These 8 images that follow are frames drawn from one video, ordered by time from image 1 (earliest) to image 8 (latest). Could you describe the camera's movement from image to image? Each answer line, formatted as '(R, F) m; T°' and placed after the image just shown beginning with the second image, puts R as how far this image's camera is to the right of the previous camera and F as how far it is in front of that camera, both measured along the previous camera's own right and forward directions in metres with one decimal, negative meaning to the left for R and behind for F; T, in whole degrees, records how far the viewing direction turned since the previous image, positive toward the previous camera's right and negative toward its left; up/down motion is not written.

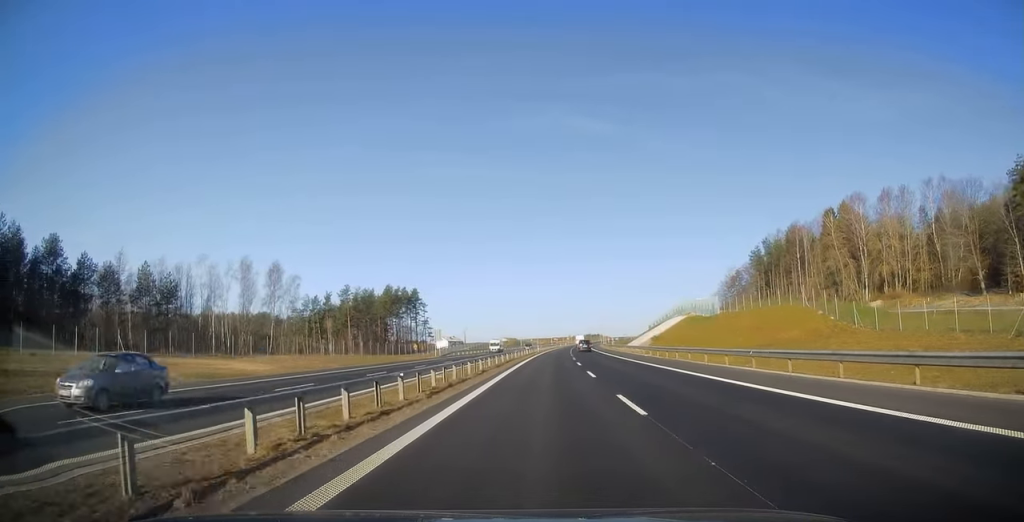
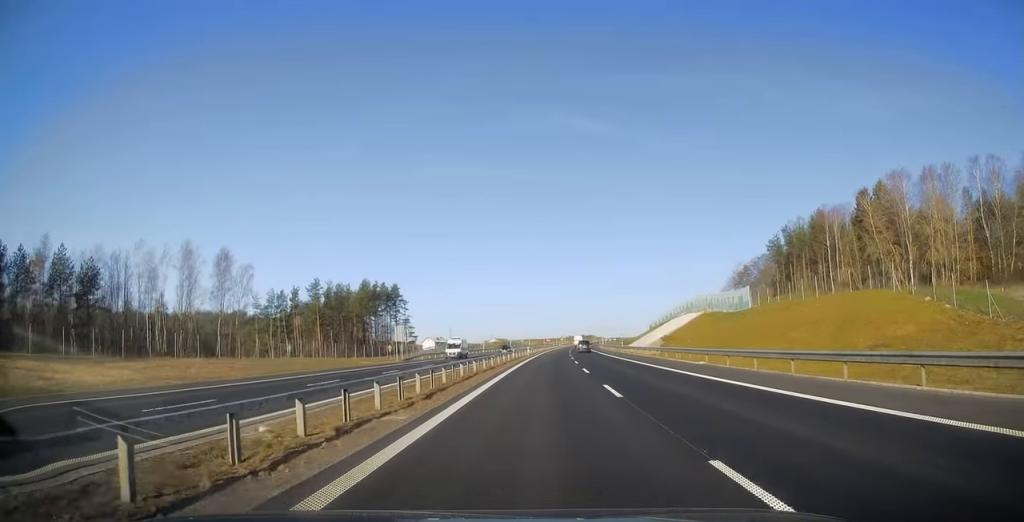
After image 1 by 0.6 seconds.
(+0.3, +20.4) m; +1°
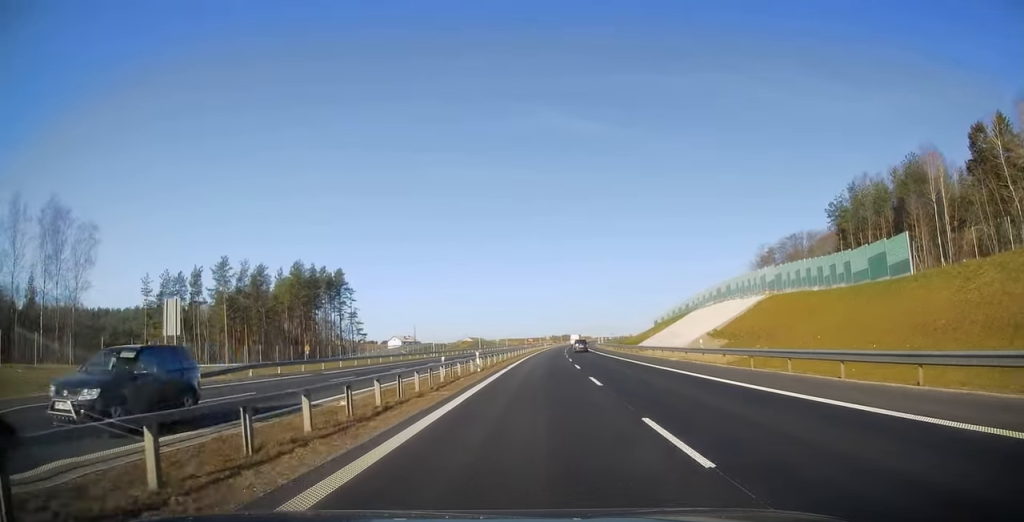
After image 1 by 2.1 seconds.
(+0.8, +44.2) m; +2°
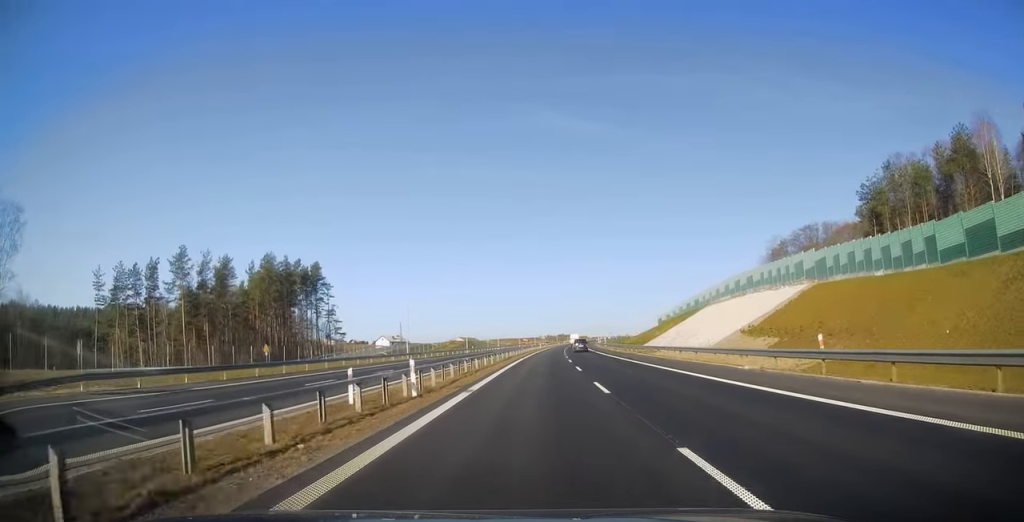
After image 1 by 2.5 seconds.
(0.0, +14.9) m; 0°
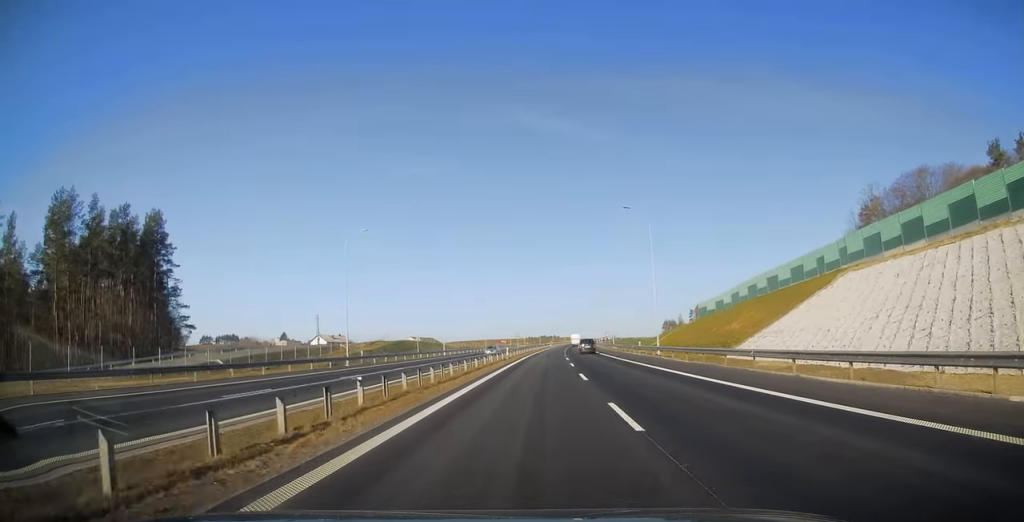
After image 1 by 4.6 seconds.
(+1.0, +66.3) m; +2°
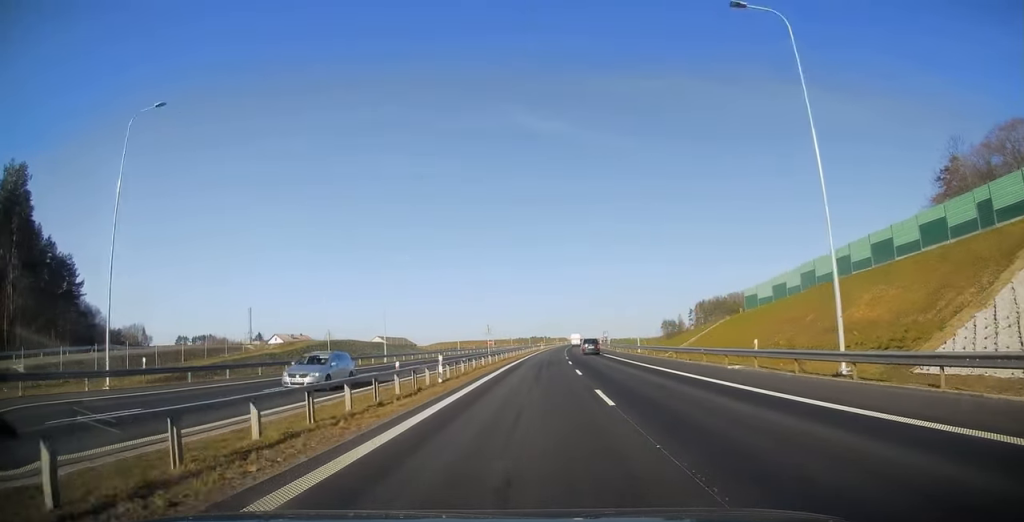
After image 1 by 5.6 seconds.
(+0.2, +32.4) m; +1°
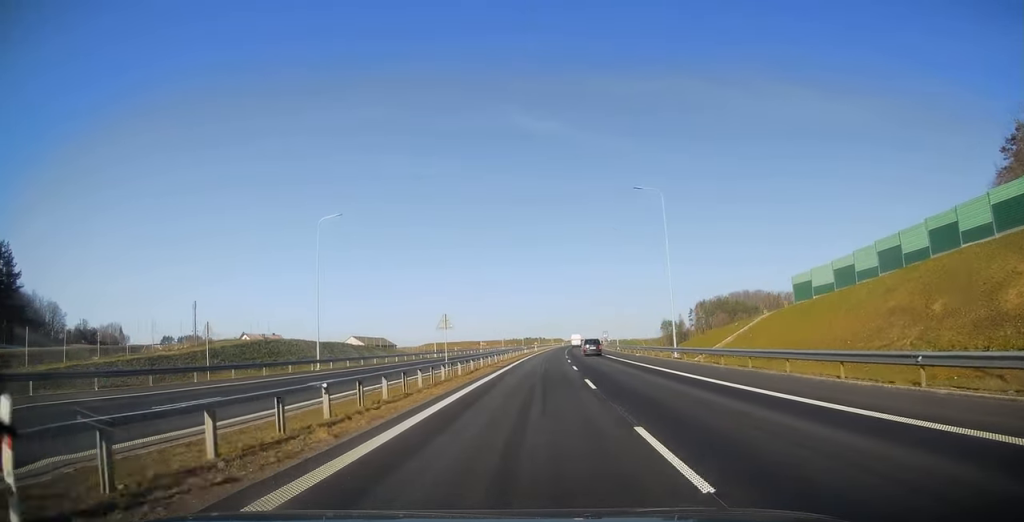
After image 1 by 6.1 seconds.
(0.0, +19.3) m; +1°
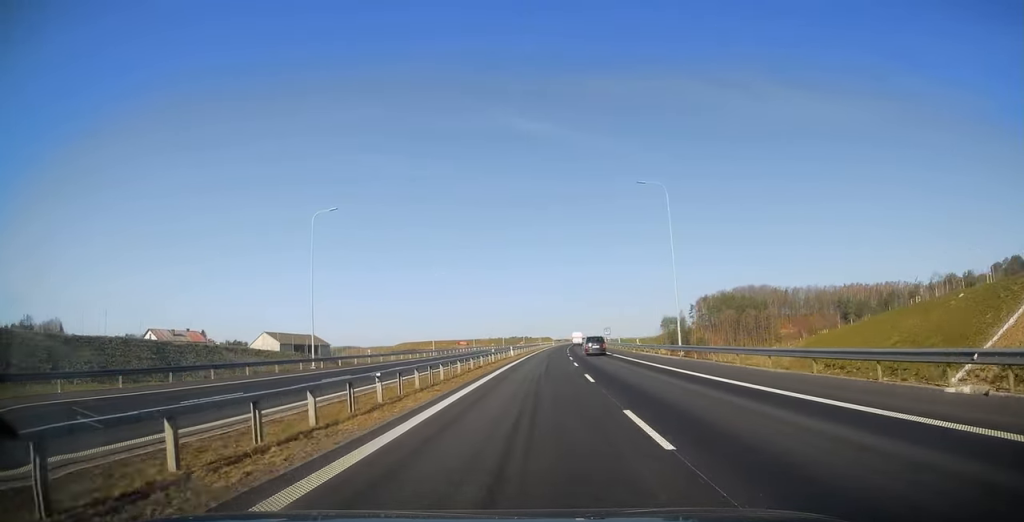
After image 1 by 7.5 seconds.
(+0.4, +46.0) m; 0°
